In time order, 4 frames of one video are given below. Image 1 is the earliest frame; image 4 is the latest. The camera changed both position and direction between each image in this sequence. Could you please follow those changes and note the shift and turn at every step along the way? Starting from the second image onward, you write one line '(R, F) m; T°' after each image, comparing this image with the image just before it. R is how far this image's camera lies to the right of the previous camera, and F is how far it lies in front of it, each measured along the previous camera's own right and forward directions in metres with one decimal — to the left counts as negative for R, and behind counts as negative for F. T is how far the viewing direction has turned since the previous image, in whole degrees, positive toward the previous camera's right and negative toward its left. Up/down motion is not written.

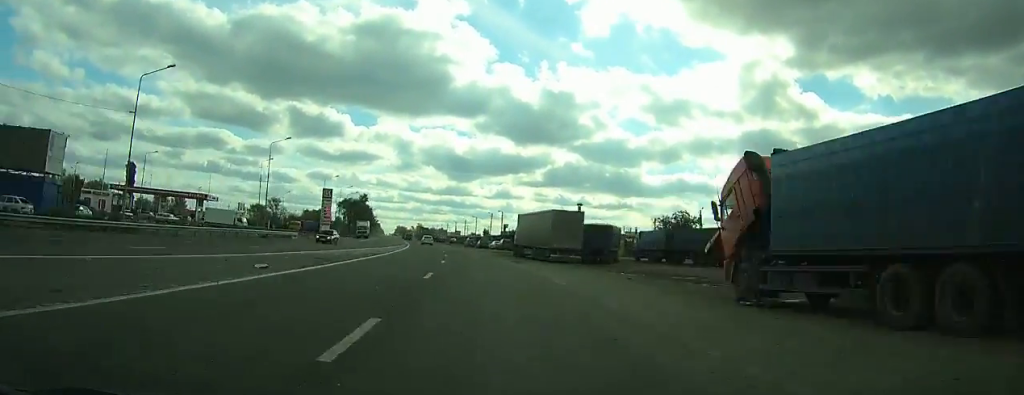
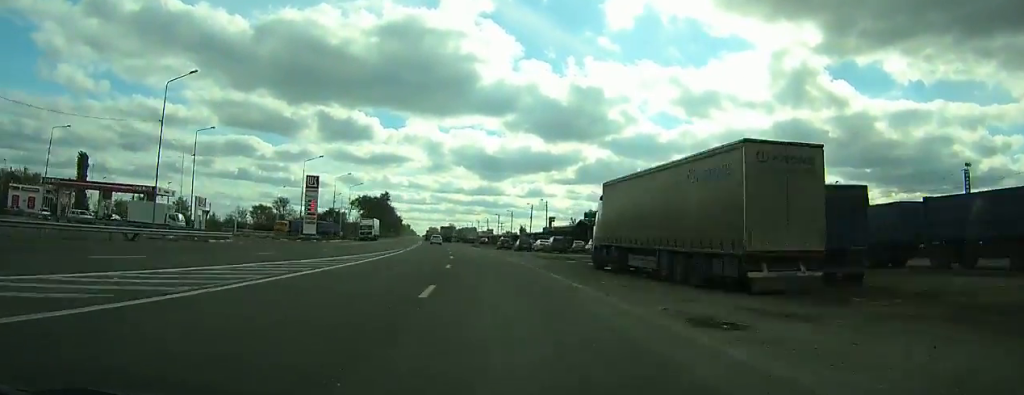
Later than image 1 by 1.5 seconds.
(-0.3, +29.9) m; -2°
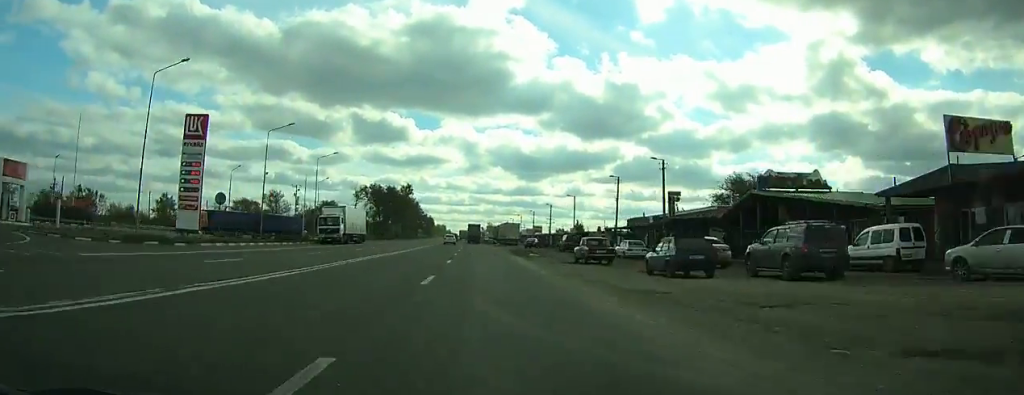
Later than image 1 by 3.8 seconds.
(-1.7, +45.9) m; -4°
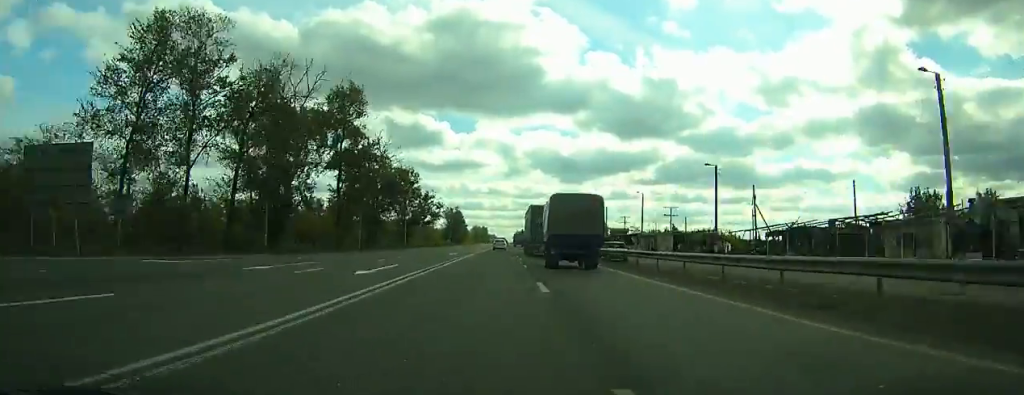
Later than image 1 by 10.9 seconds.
(-8.6, +144.3) m; -5°
